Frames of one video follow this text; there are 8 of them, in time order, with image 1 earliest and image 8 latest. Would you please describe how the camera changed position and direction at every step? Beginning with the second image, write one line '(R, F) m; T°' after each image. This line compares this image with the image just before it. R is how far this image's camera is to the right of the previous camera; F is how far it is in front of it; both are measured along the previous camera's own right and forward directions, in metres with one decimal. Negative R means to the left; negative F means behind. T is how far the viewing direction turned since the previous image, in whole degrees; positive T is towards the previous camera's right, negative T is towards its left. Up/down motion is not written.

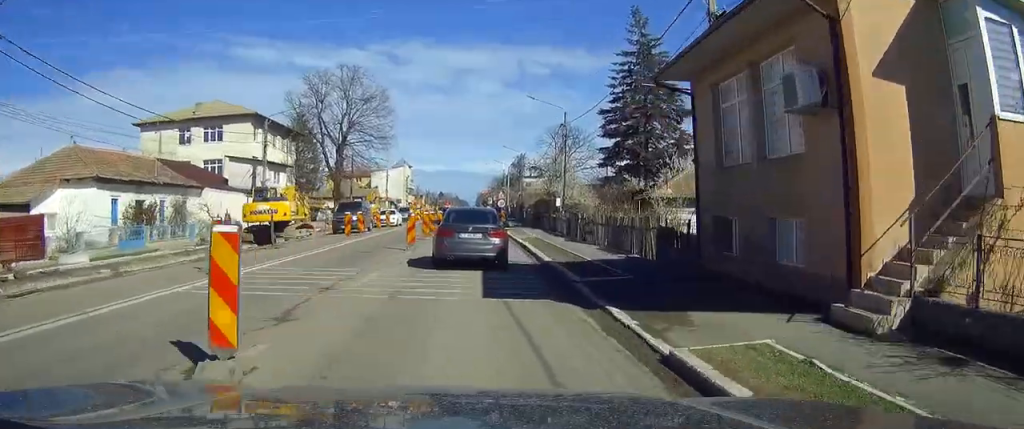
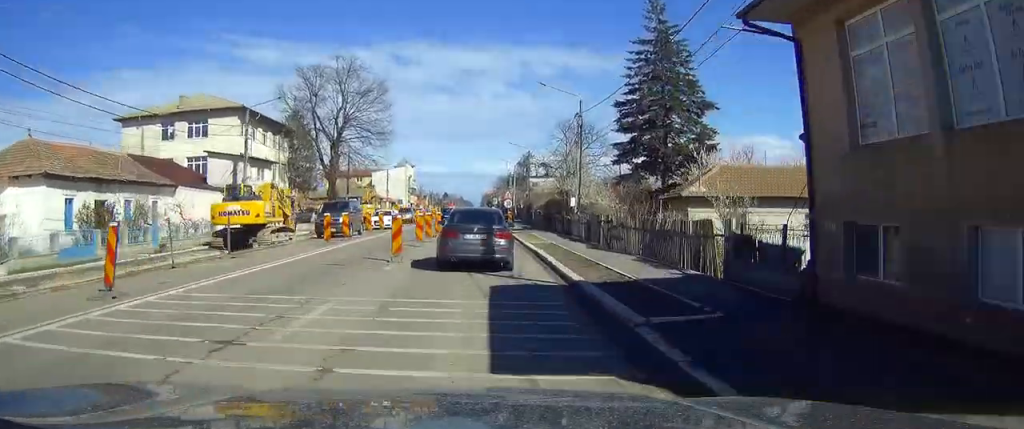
(0.0, +5.3) m; 0°
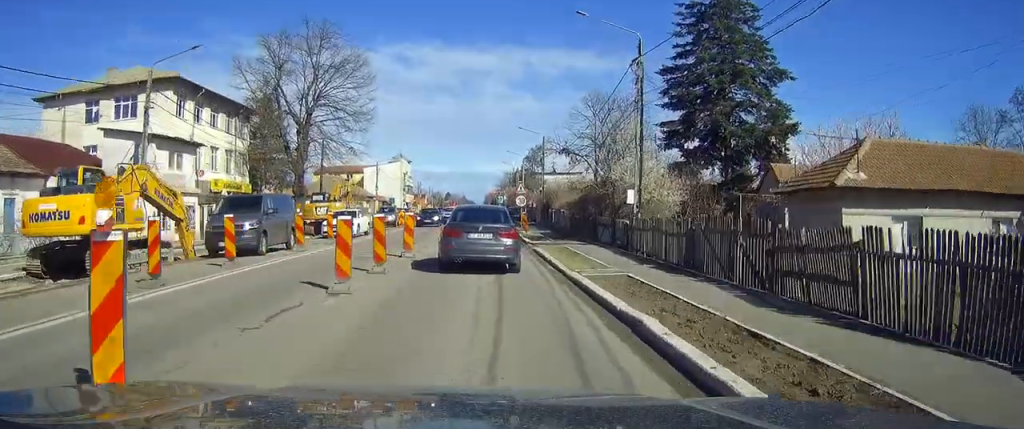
(0.0, +15.5) m; 0°
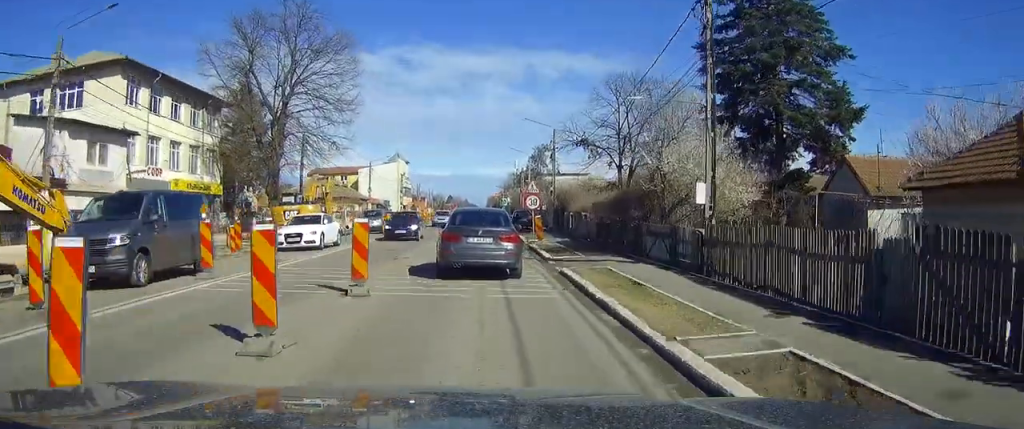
(0.0, +8.1) m; 0°
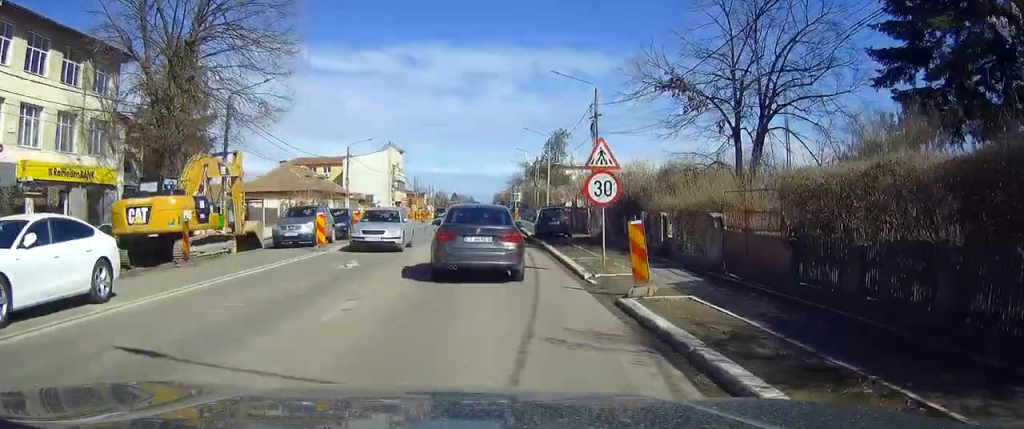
(0.0, +19.7) m; -1°
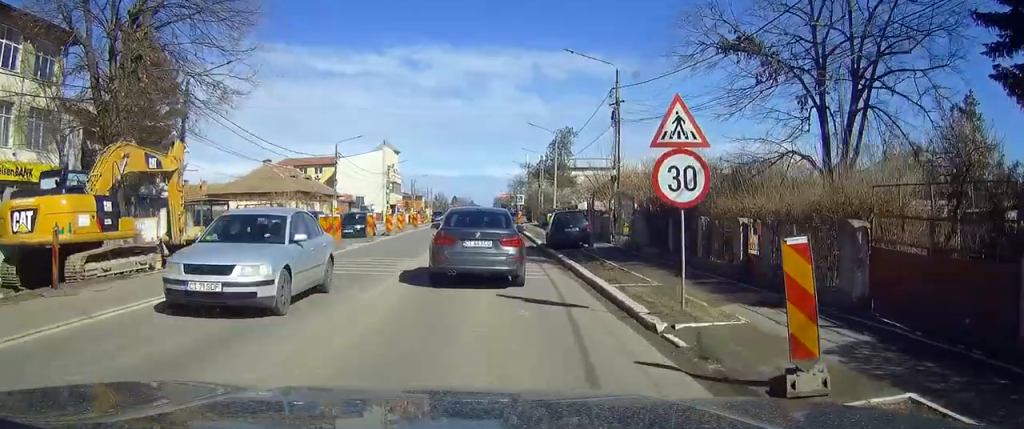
(0.0, +6.5) m; 0°
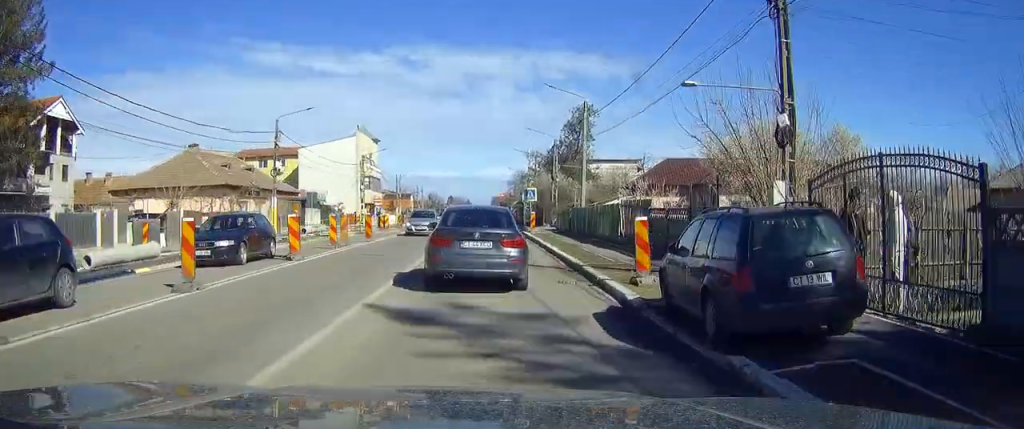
(+0.1, +20.0) m; +1°
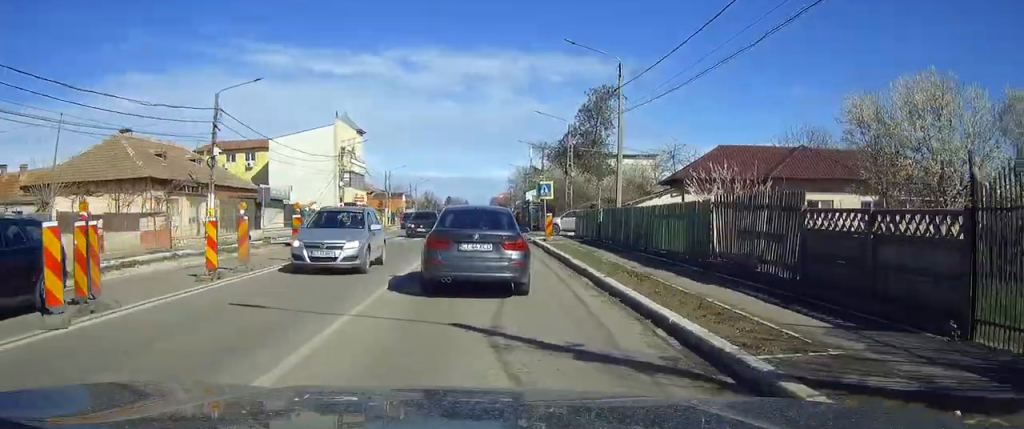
(0.0, +12.1) m; 0°
